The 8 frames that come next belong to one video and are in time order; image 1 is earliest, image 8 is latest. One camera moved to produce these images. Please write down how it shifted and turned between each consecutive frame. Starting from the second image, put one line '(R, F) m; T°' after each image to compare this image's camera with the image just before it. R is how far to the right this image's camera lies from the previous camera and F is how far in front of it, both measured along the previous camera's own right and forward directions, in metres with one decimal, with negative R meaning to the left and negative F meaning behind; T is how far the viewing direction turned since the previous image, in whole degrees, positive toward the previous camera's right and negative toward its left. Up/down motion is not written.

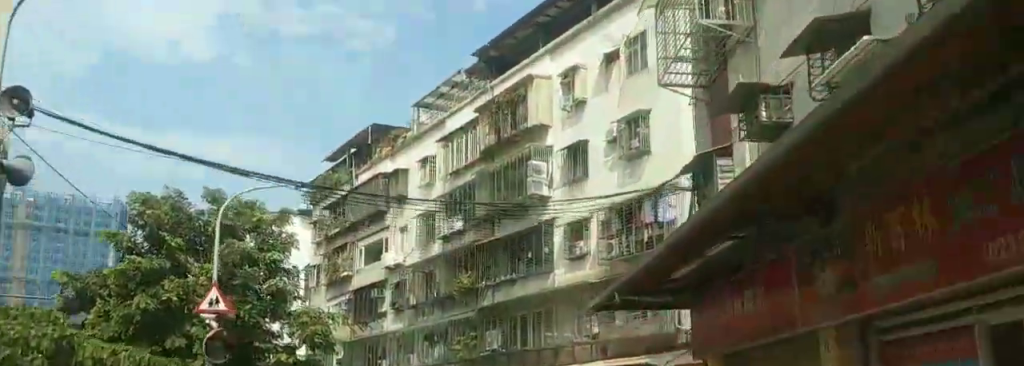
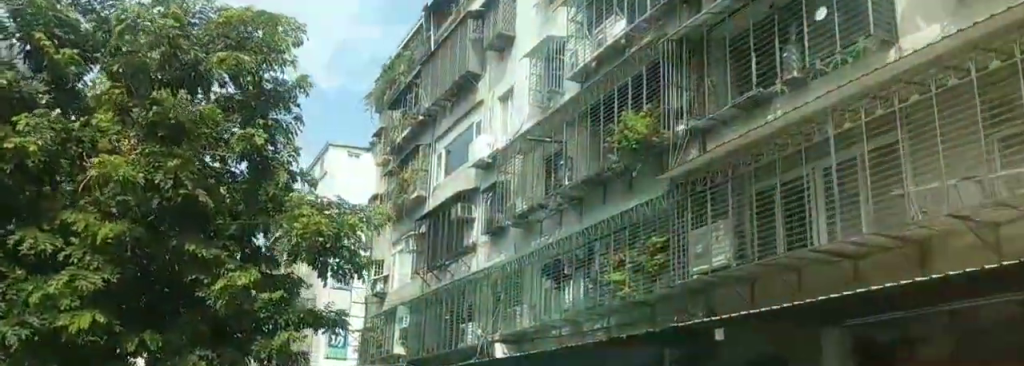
(+0.3, +20.7) m; -6°
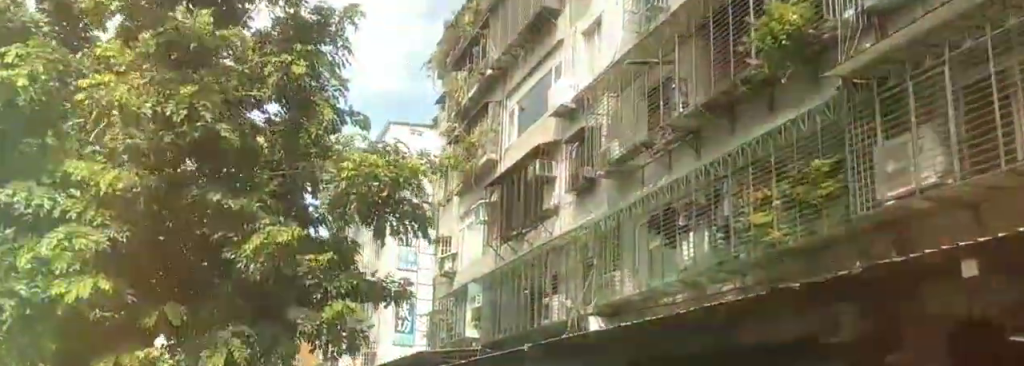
(-0.4, +3.6) m; -5°
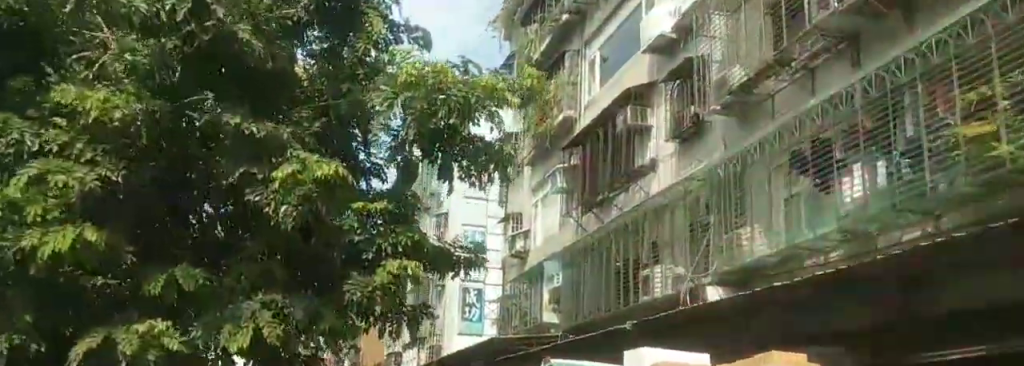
(-0.1, +3.1) m; -4°
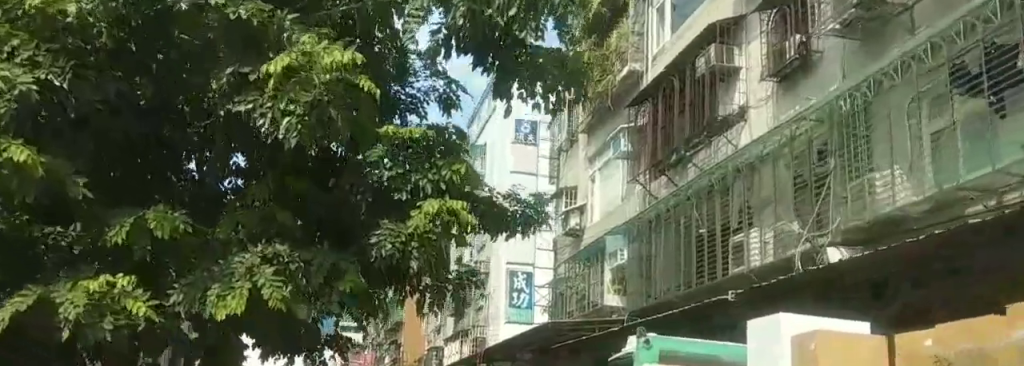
(0.0, +2.5) m; -3°
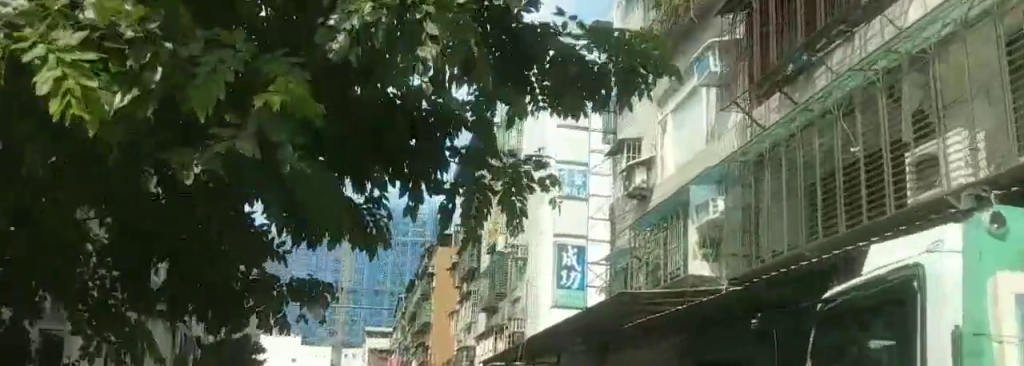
(-0.1, +4.2) m; -5°
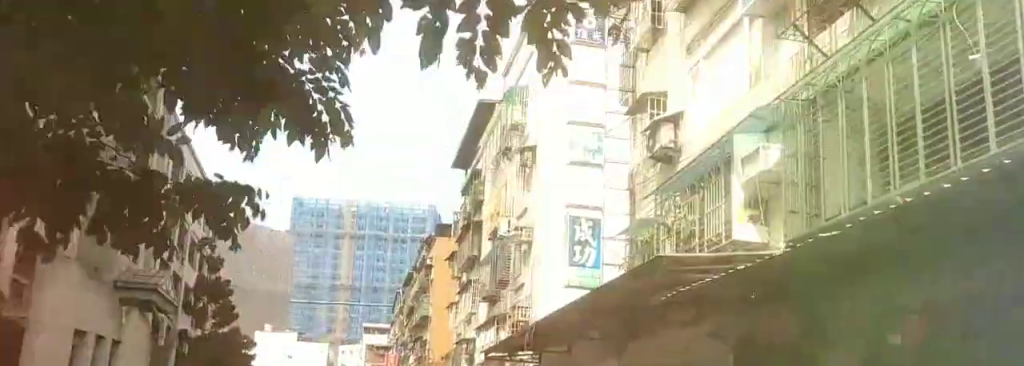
(0.0, +2.3) m; -4°
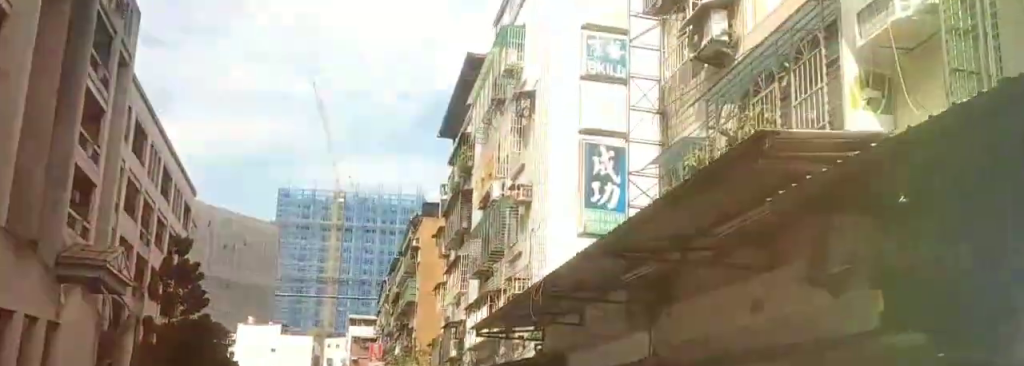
(-0.2, +3.8) m; -5°
